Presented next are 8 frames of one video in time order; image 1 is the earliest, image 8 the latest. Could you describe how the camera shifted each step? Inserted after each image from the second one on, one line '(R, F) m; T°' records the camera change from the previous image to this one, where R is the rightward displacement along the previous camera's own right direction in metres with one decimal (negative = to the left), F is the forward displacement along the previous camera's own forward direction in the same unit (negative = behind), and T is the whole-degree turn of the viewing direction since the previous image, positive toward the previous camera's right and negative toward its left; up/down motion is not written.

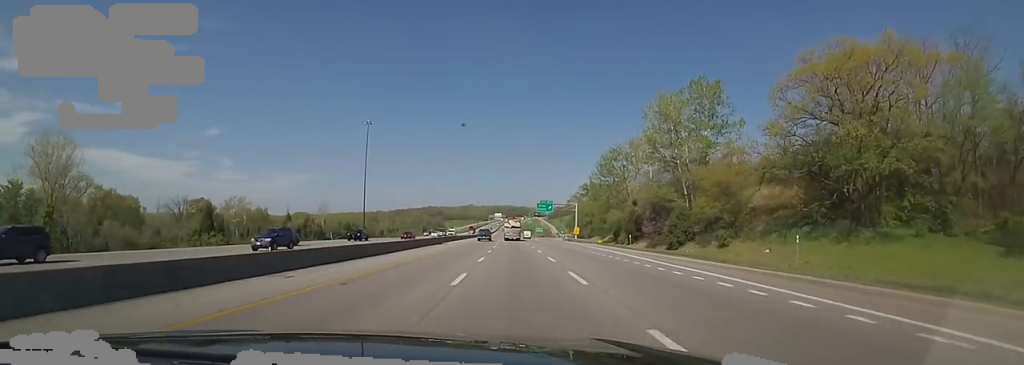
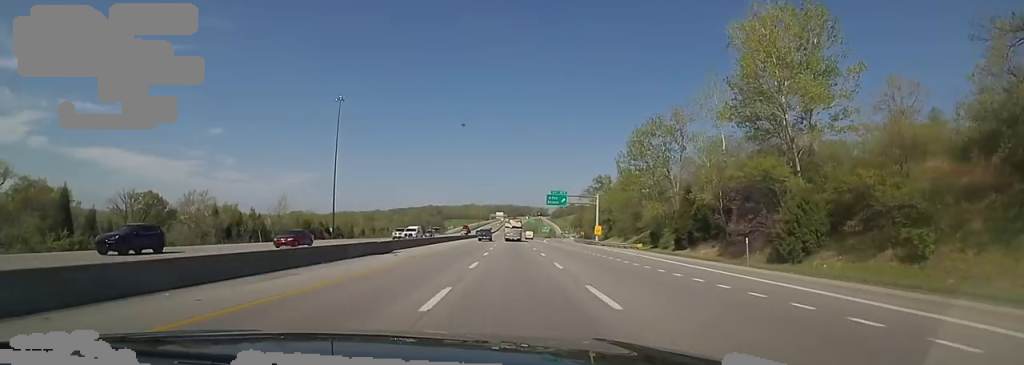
(0.0, +23.8) m; 0°
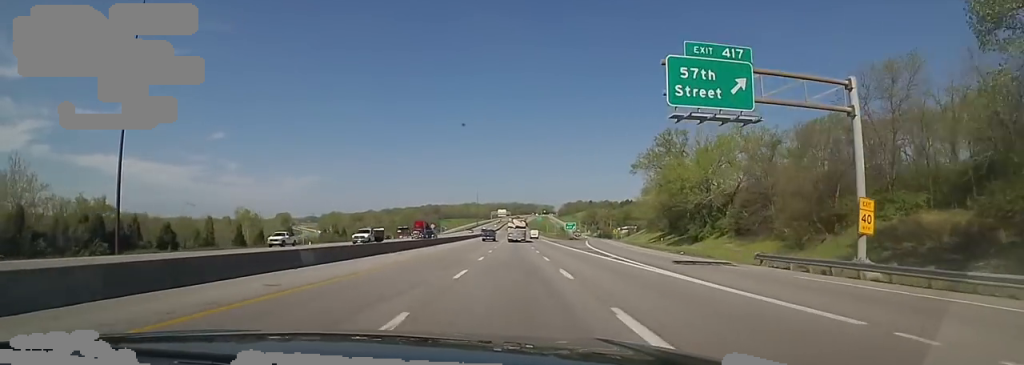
(-0.1, +63.3) m; 0°
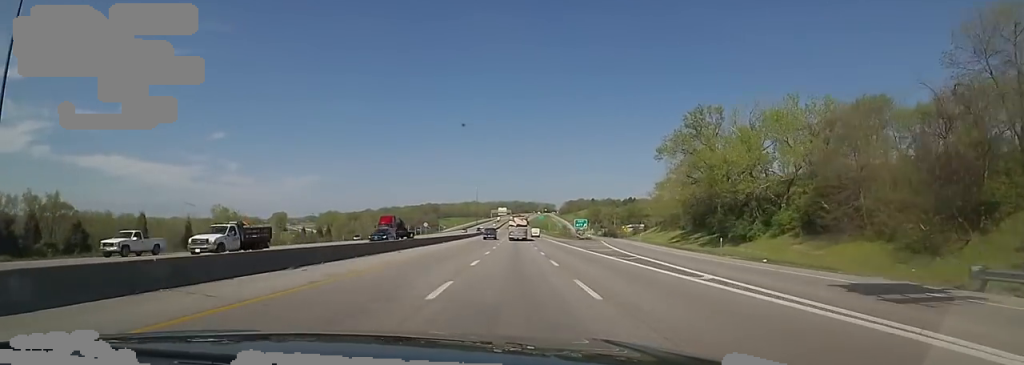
(+0.7, +14.7) m; 0°
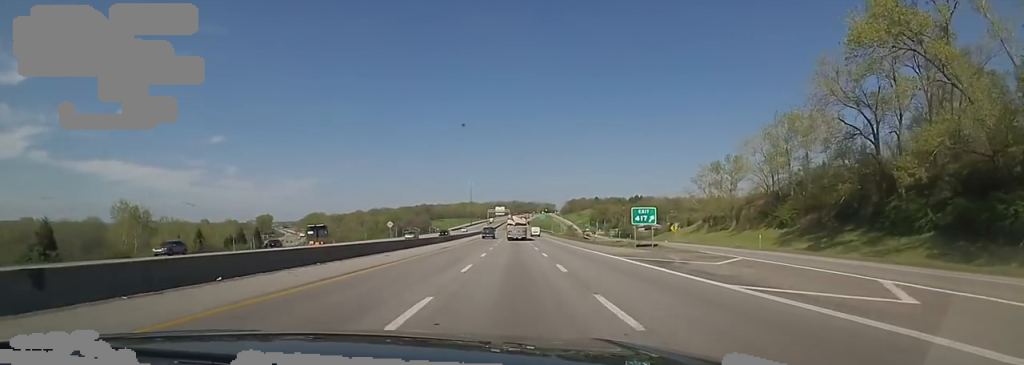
(-0.8, +42.9) m; -2°
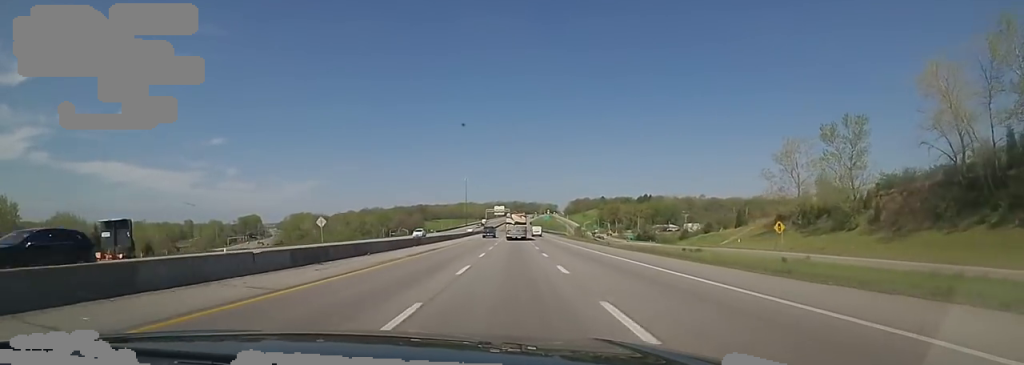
(+0.1, +40.4) m; +2°
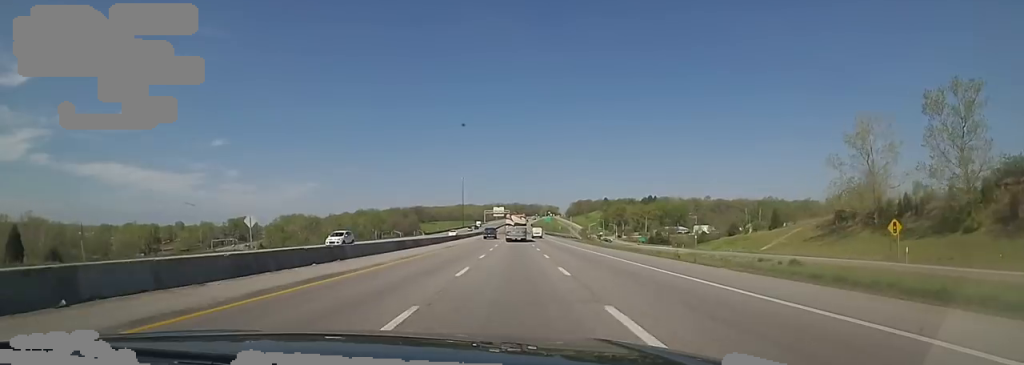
(+0.9, +20.1) m; 0°
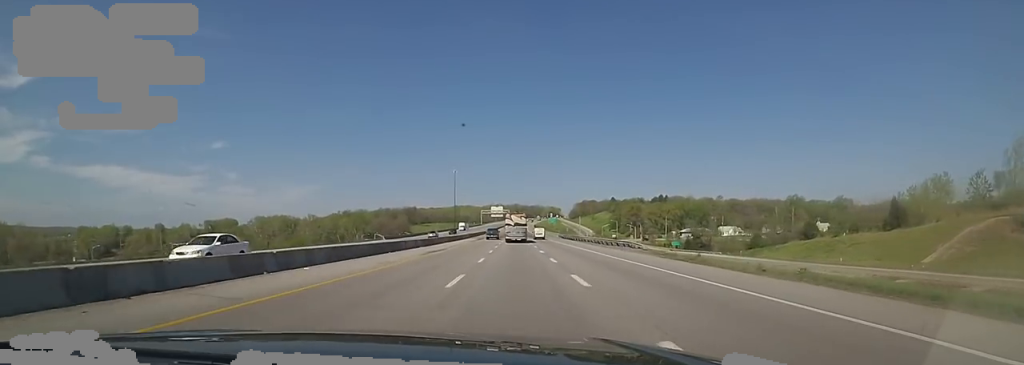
(-1.2, +42.1) m; -3°
